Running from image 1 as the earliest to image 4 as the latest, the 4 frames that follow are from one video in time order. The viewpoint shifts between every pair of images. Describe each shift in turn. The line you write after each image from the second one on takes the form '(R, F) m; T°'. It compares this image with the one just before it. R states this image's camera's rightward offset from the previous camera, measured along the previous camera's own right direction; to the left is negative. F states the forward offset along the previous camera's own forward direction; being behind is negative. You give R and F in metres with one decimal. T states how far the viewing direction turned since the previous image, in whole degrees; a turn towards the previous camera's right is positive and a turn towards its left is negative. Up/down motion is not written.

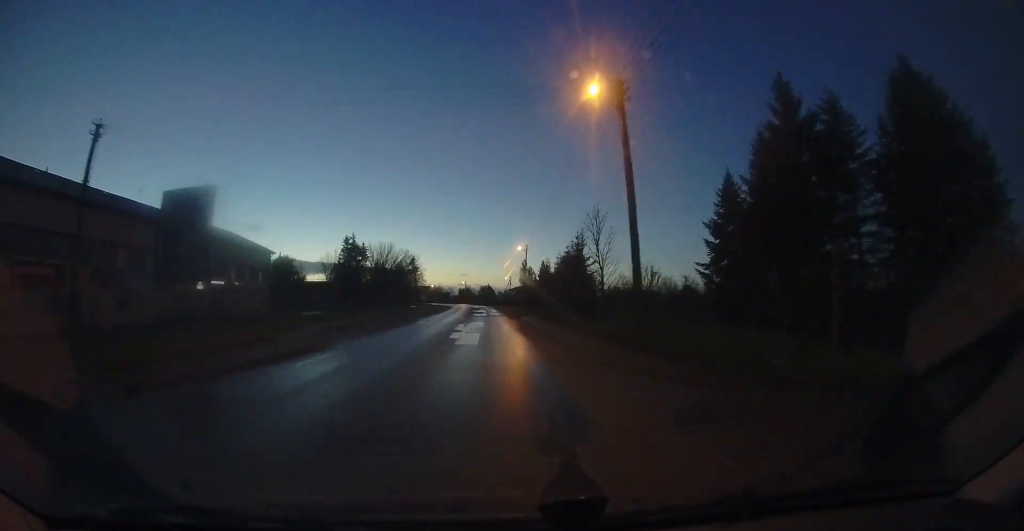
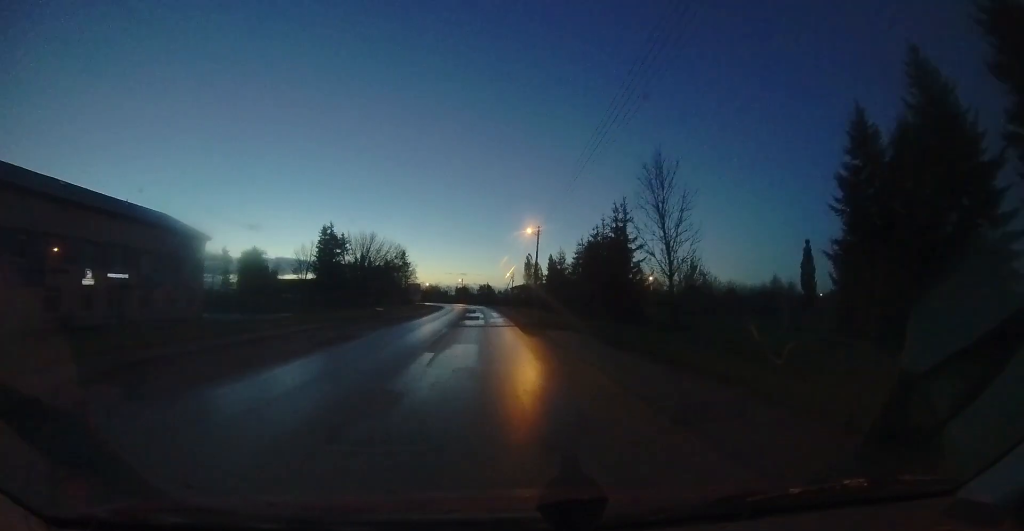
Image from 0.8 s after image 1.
(0.0, +11.7) m; 0°
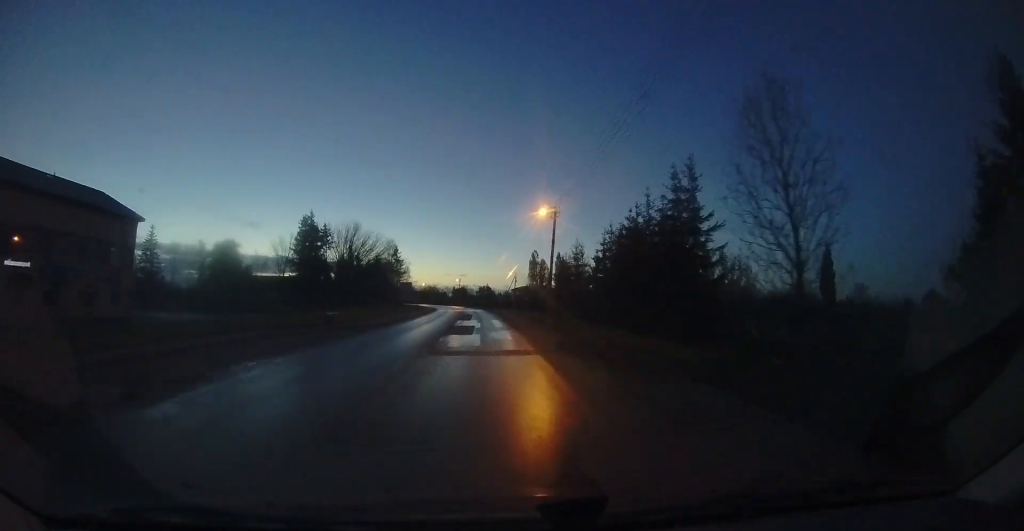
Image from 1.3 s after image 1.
(+0.2, +8.7) m; 0°
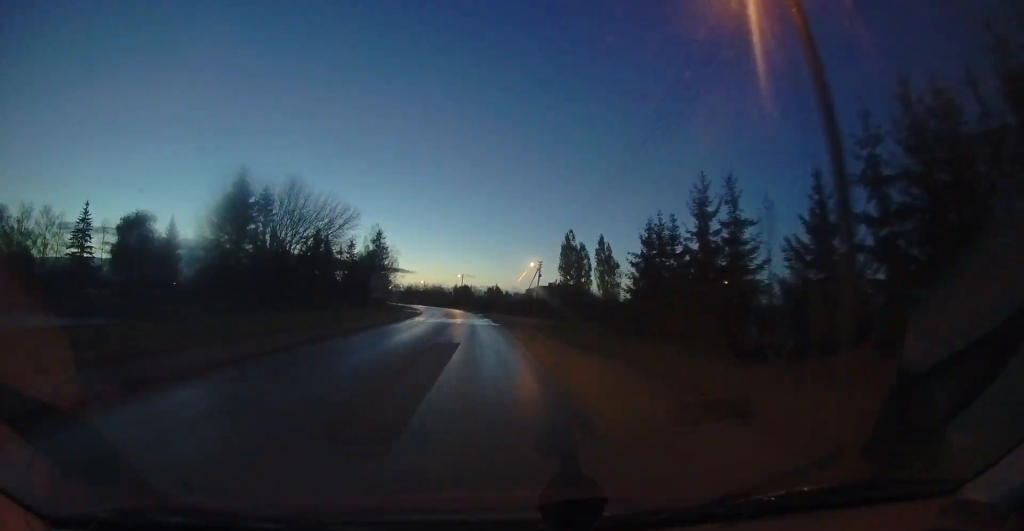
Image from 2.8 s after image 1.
(-0.4, +22.5) m; +1°
